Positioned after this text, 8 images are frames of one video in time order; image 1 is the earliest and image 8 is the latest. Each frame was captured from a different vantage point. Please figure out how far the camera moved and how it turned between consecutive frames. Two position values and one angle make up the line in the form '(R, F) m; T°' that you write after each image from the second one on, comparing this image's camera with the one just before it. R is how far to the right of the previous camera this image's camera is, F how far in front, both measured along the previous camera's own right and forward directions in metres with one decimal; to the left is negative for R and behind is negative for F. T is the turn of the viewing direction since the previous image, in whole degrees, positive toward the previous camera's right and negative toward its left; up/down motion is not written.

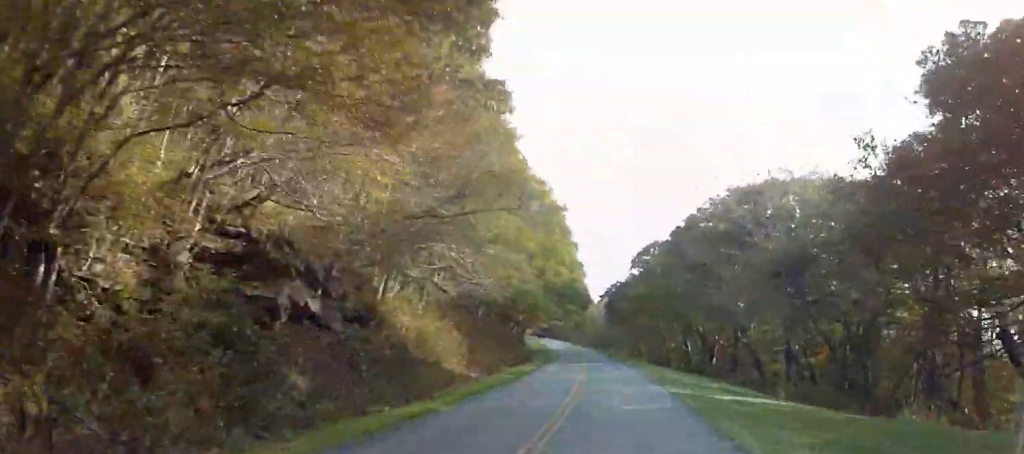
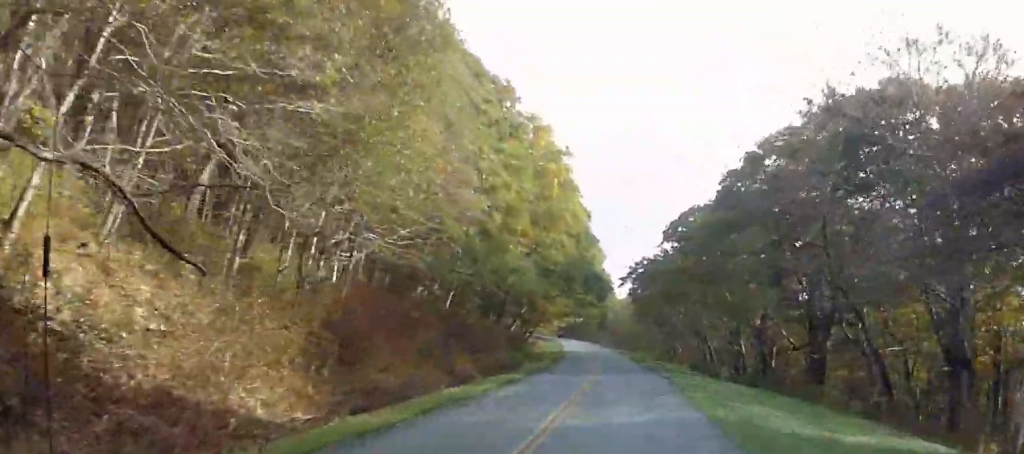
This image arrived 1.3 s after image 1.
(+0.2, +23.7) m; 0°
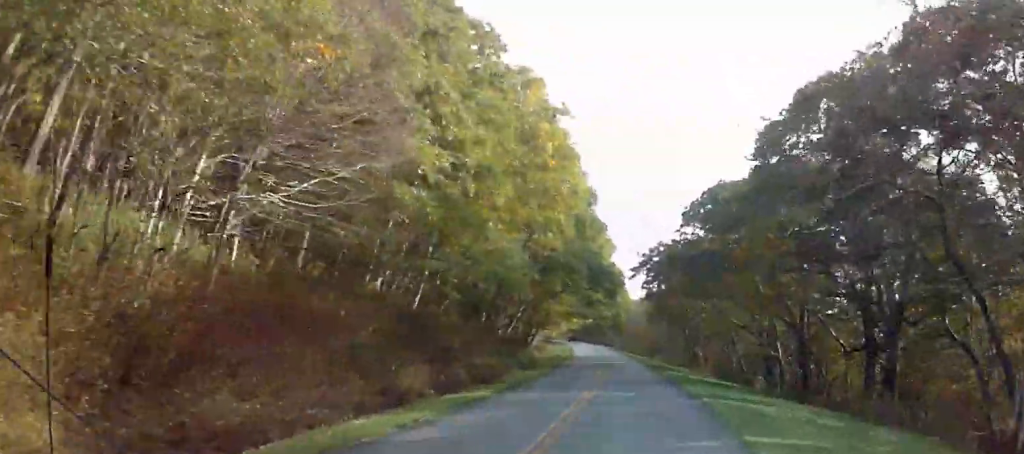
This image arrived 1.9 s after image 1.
(-0.2, +10.9) m; -1°
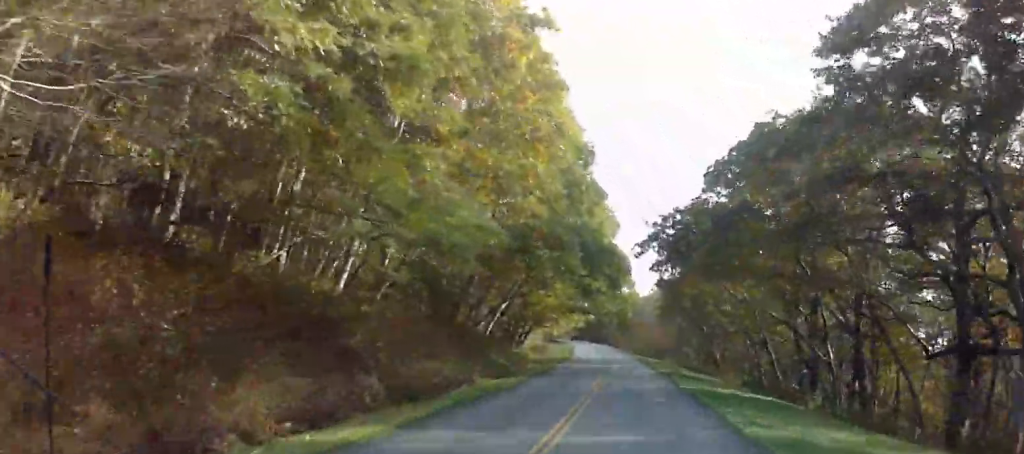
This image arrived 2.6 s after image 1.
(-0.1, +12.7) m; -1°
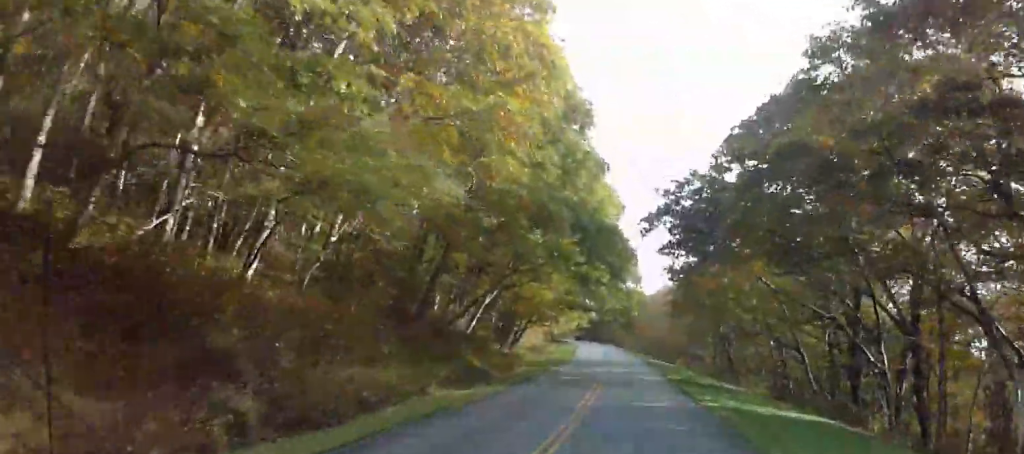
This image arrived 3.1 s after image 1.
(0.0, +8.4) m; 0°
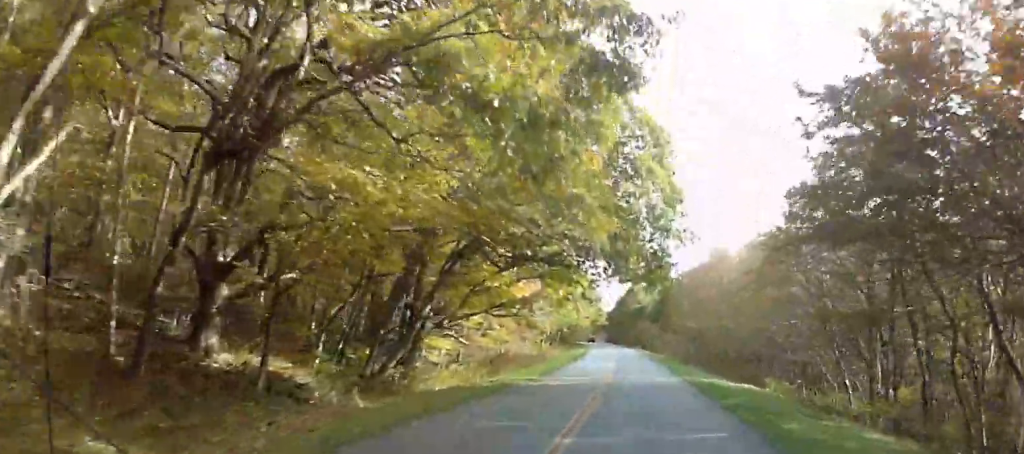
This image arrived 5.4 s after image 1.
(-2.2, +43.0) m; -5°
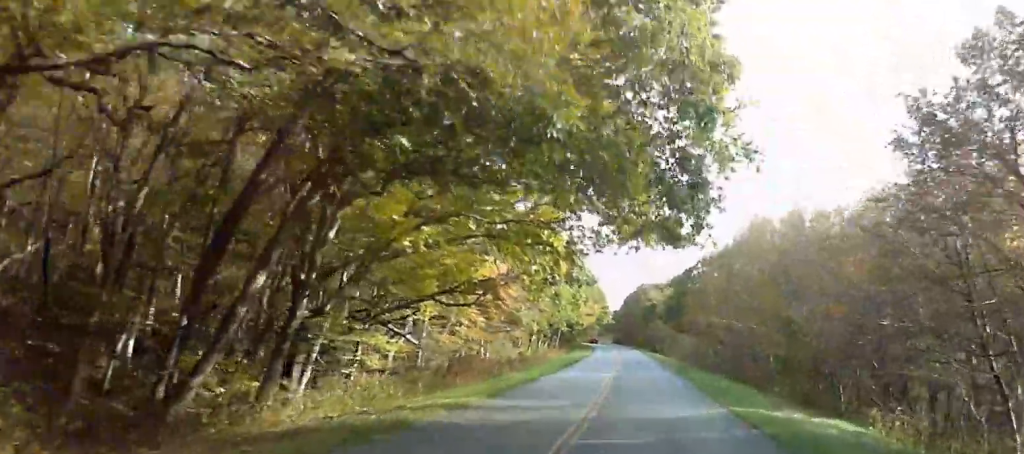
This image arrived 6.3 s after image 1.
(0.0, +15.4) m; 0°
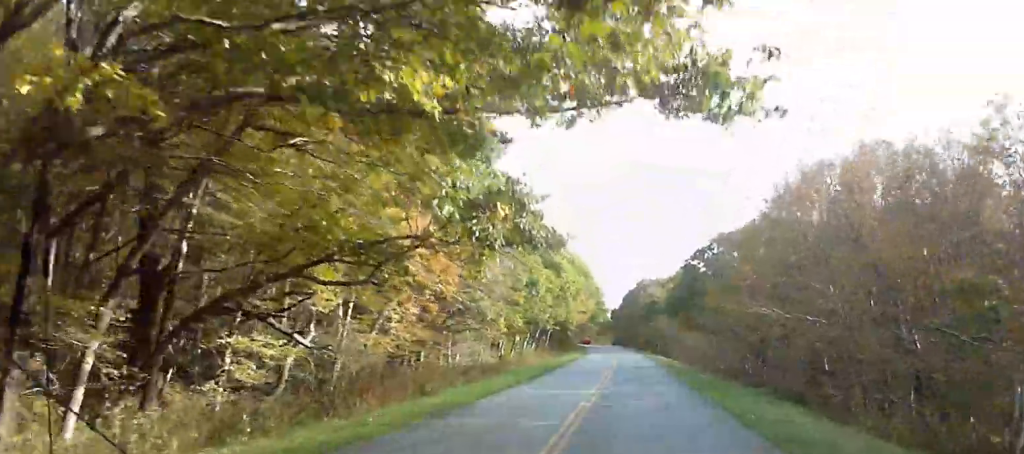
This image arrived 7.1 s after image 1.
(+0.1, +14.5) m; 0°
